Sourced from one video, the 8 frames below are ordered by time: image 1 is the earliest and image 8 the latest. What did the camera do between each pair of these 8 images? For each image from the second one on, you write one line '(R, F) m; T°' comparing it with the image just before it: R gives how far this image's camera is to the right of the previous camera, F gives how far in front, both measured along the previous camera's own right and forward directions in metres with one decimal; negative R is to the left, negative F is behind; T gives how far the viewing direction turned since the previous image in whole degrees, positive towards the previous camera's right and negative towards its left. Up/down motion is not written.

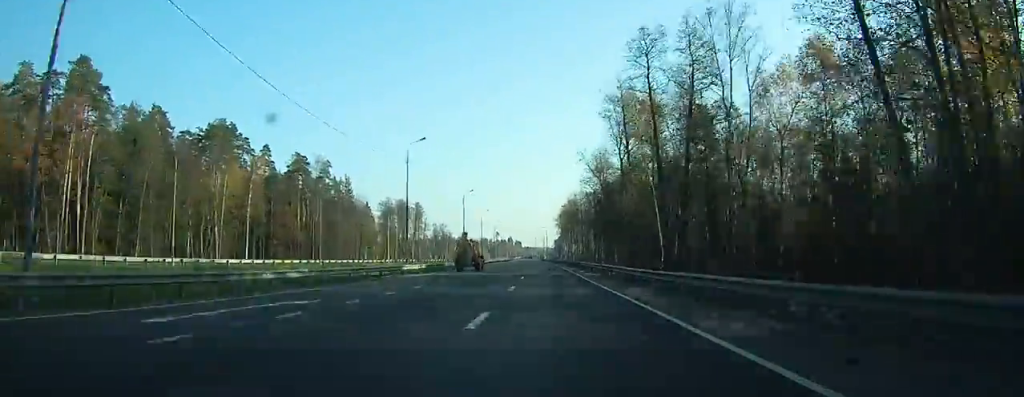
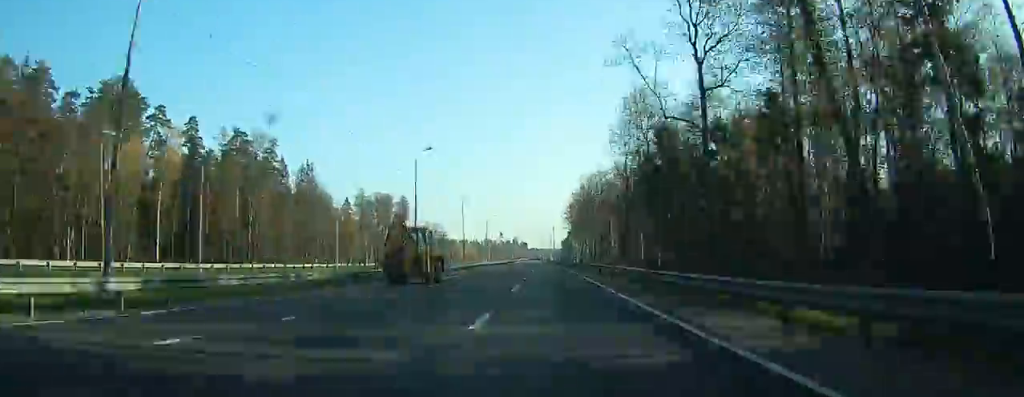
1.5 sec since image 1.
(-0.1, +35.5) m; -1°
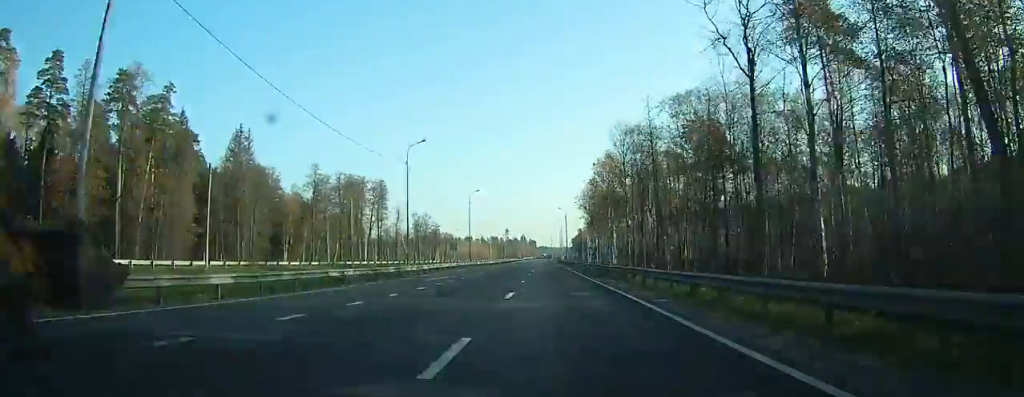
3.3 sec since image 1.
(-0.5, +39.9) m; -1°
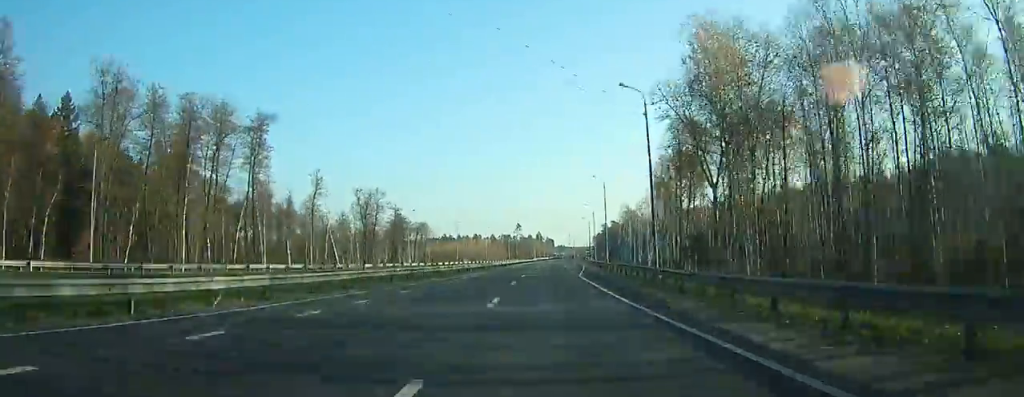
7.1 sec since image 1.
(-1.2, +86.7) m; -1°
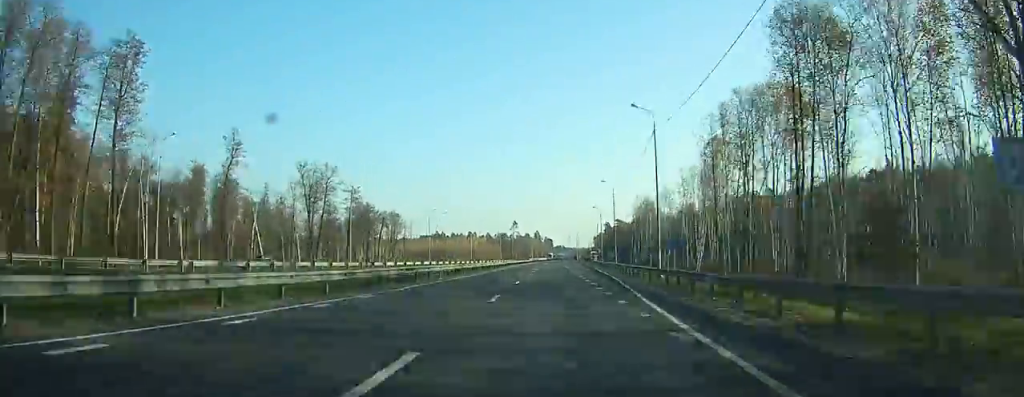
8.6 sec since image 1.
(0.0, +34.8) m; 0°
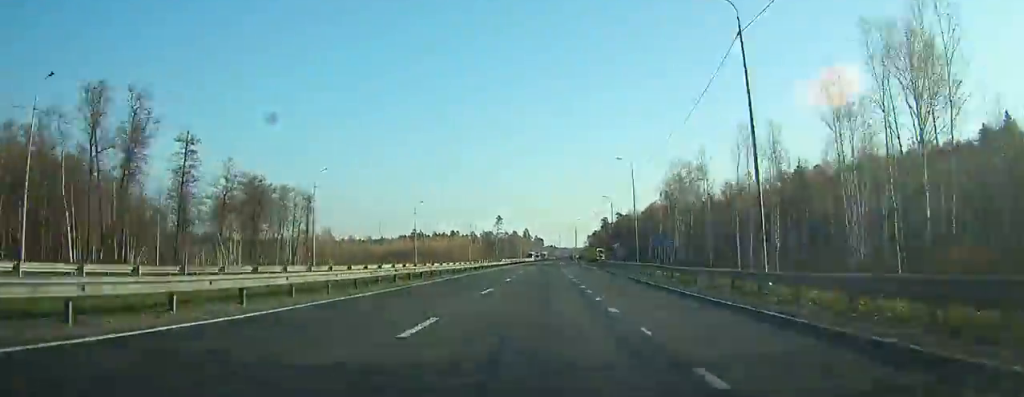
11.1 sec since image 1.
(-0.2, +55.7) m; 0°
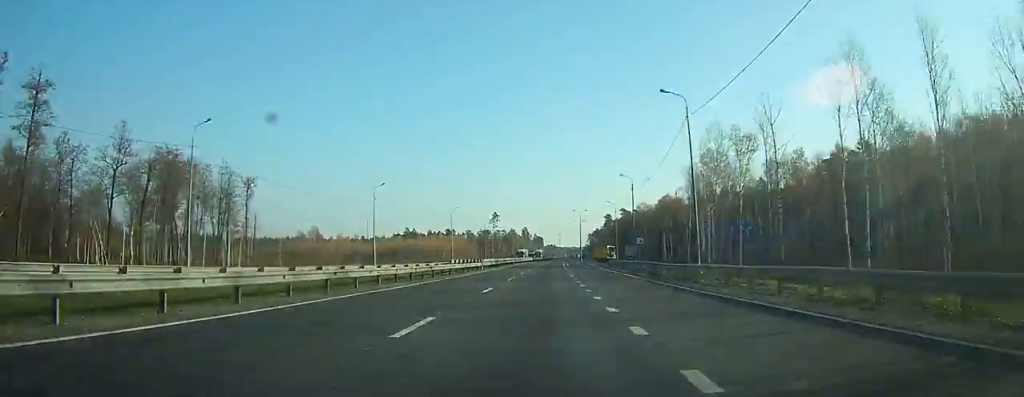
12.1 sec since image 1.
(+0.2, +24.1) m; 0°
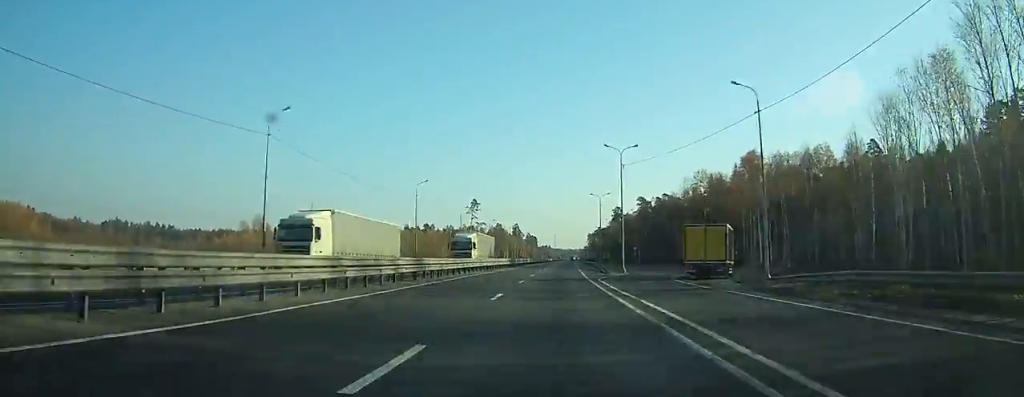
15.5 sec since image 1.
(+0.2, +75.6) m; +1°
